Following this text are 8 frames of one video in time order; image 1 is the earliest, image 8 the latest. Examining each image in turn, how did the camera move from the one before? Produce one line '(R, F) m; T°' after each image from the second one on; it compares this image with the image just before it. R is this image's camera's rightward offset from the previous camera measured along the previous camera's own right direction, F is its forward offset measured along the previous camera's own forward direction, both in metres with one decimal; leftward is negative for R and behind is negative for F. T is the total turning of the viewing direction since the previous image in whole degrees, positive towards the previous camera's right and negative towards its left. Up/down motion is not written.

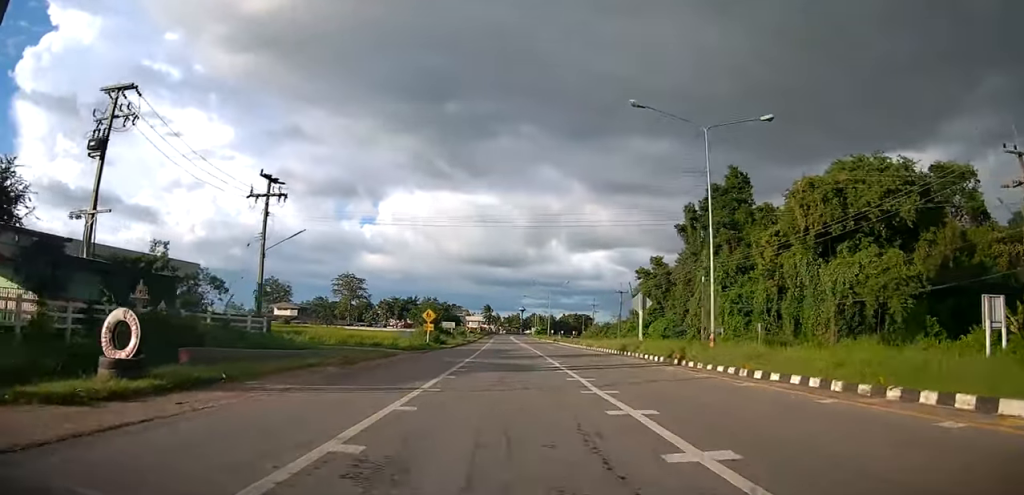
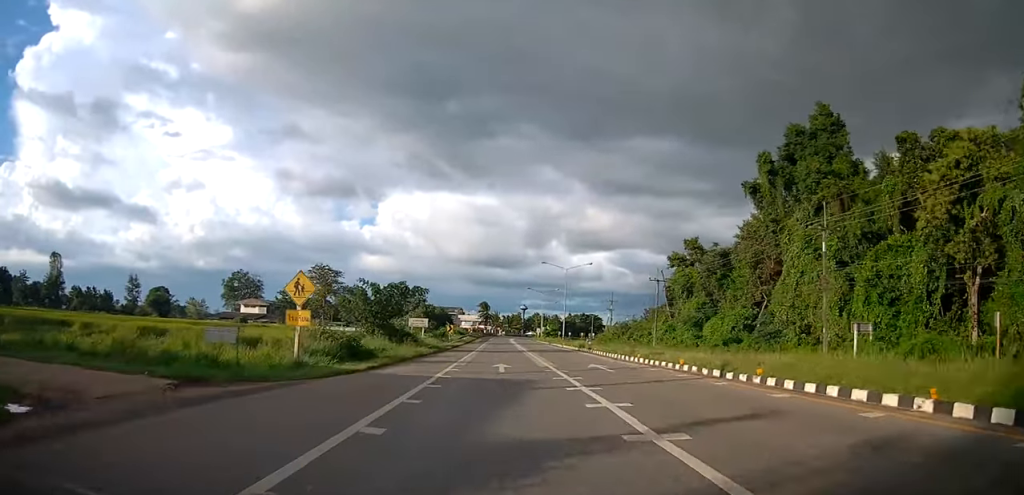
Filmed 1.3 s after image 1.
(+0.7, +25.9) m; -1°
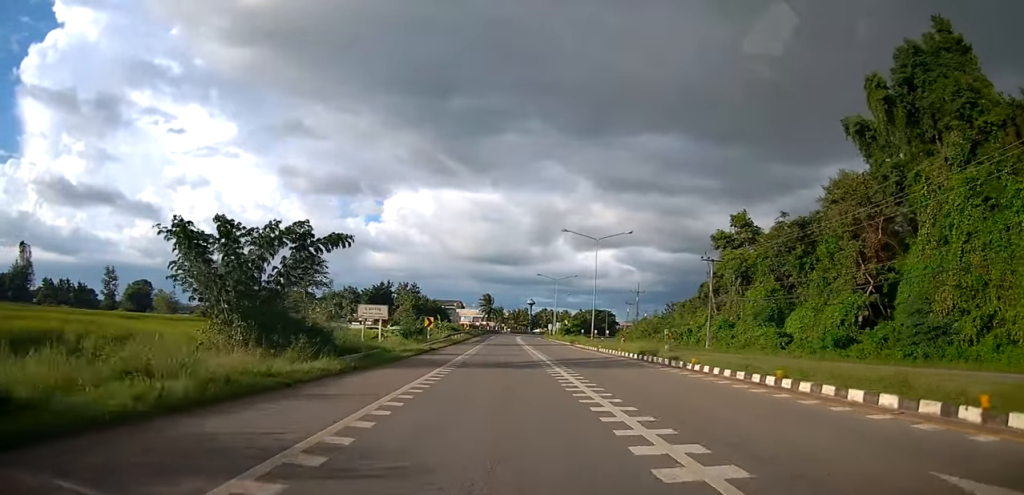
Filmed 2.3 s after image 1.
(-0.7, +19.4) m; -2°
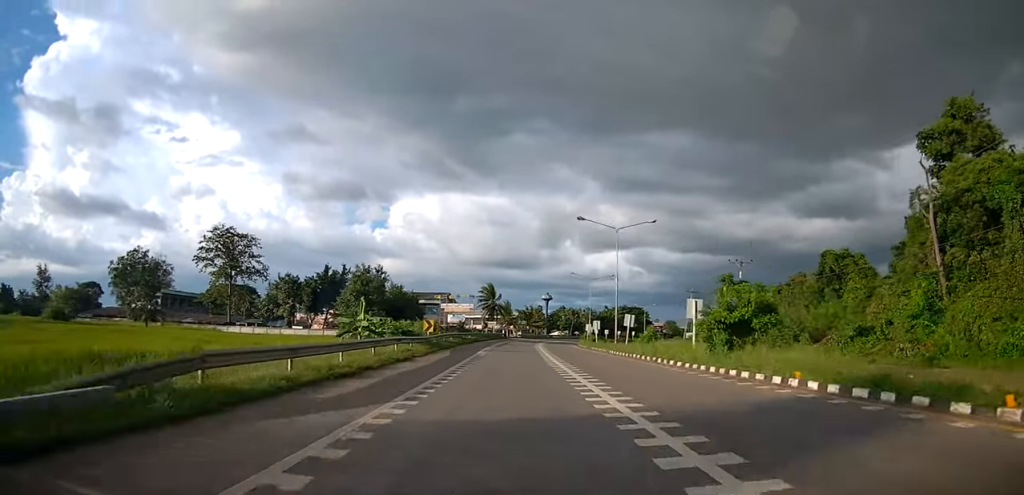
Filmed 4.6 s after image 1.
(+0.1, +42.9) m; 0°
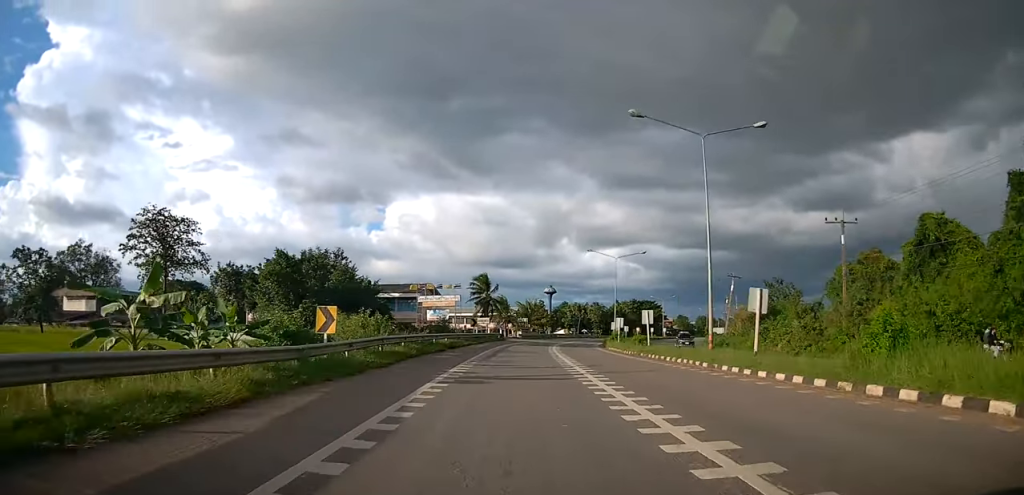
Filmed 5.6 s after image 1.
(0.0, +20.2) m; 0°
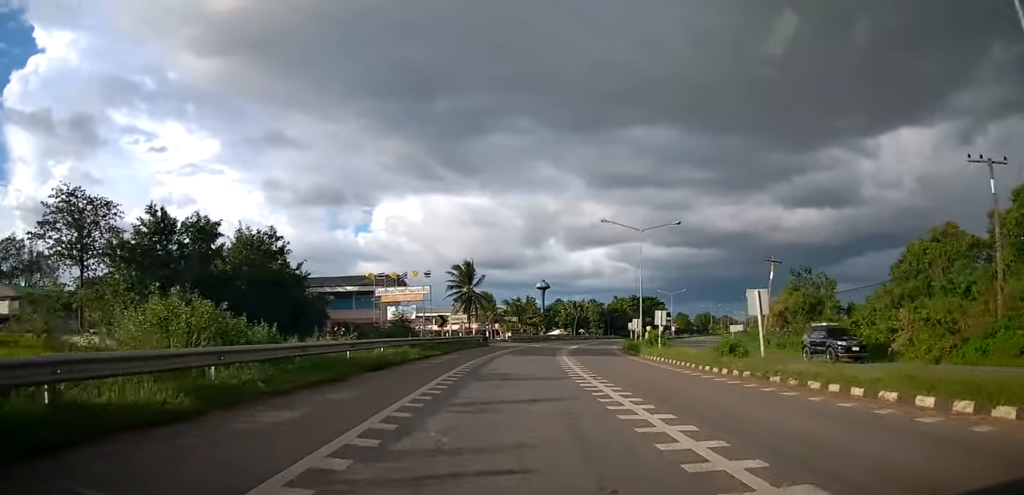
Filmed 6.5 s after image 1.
(0.0, +15.9) m; +1°
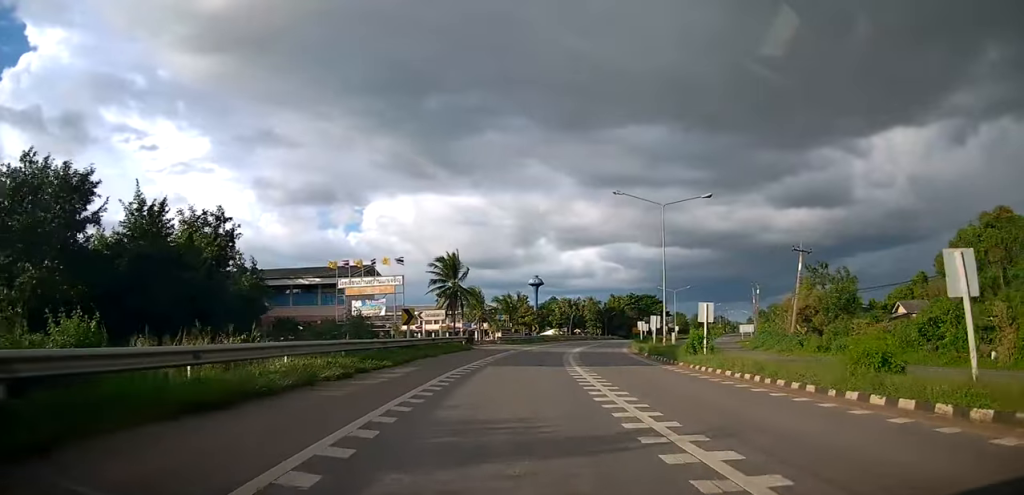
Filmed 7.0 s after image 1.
(-0.2, +8.6) m; +1°
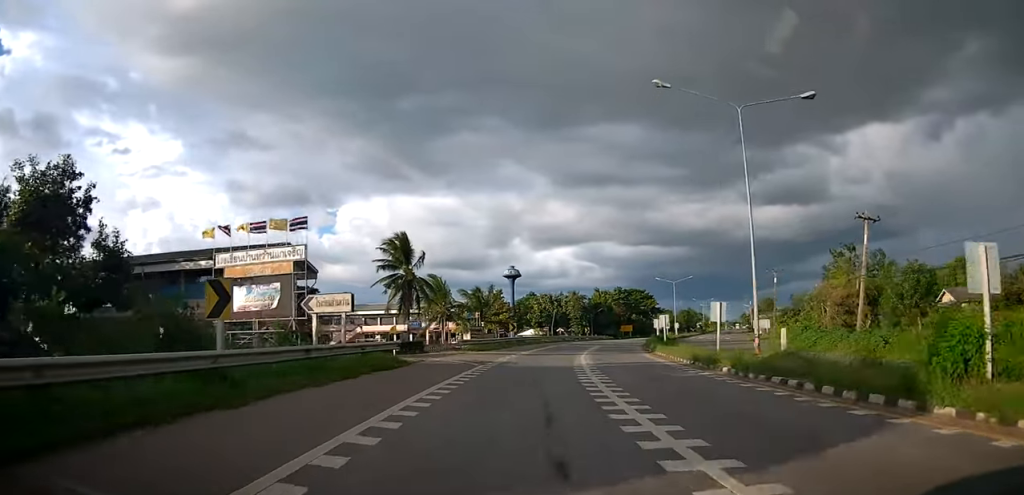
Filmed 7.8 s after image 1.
(+0.7, +15.4) m; +2°
